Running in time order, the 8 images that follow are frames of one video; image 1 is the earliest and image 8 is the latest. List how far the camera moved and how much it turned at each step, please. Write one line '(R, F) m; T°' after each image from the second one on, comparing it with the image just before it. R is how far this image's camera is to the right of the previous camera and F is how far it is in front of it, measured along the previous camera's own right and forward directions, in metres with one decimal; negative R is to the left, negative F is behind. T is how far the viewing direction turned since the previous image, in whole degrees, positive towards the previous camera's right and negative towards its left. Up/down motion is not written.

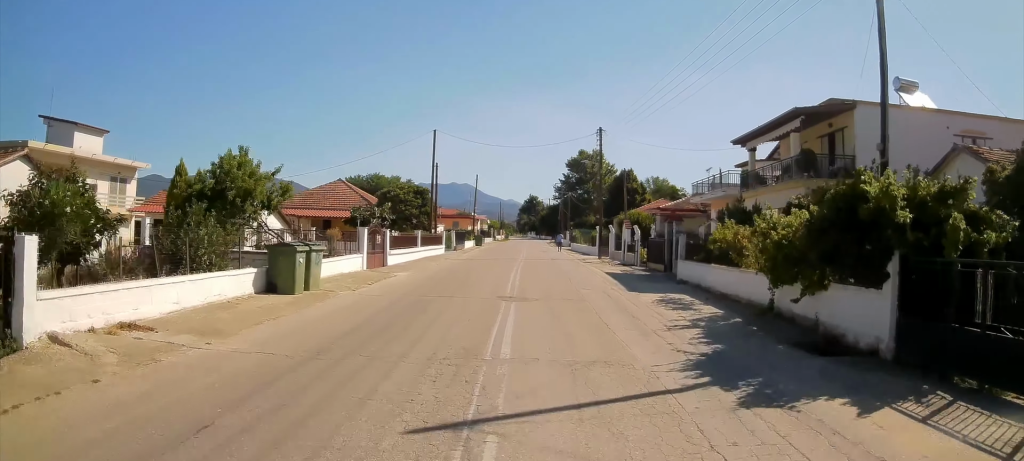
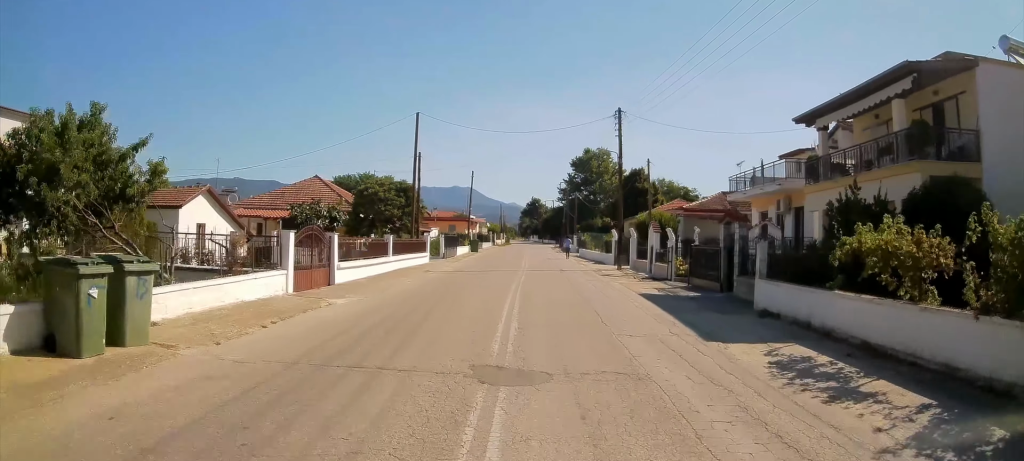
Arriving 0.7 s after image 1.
(-0.2, +6.9) m; -1°
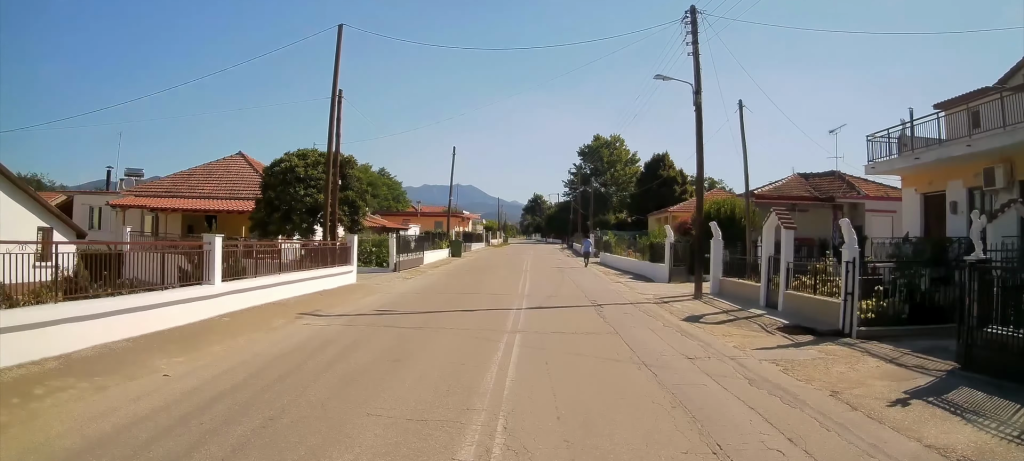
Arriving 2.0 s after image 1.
(-0.1, +14.1) m; -2°
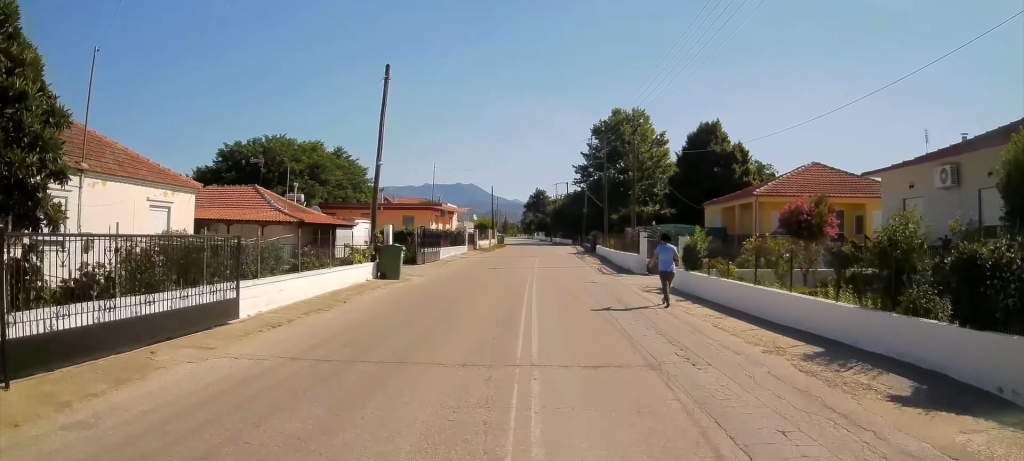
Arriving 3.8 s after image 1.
(-0.3, +19.1) m; -2°
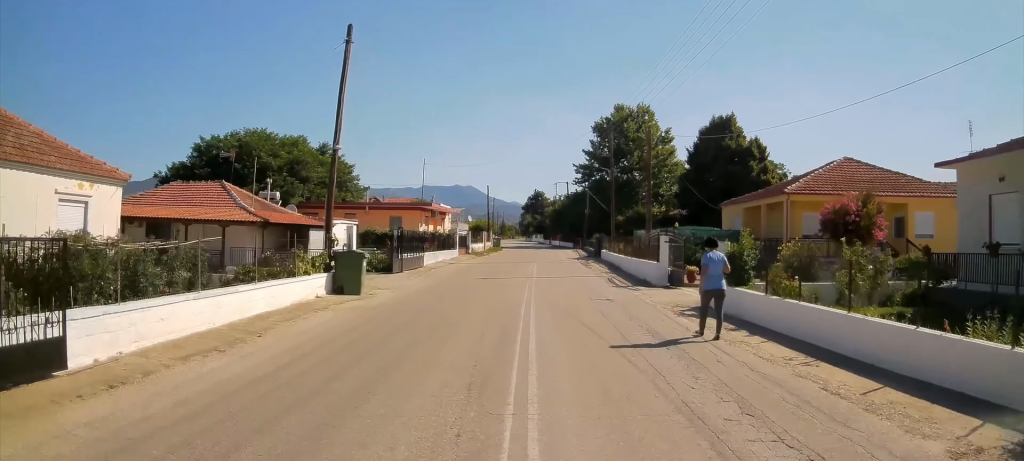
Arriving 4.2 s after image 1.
(-0.1, +4.3) m; 0°
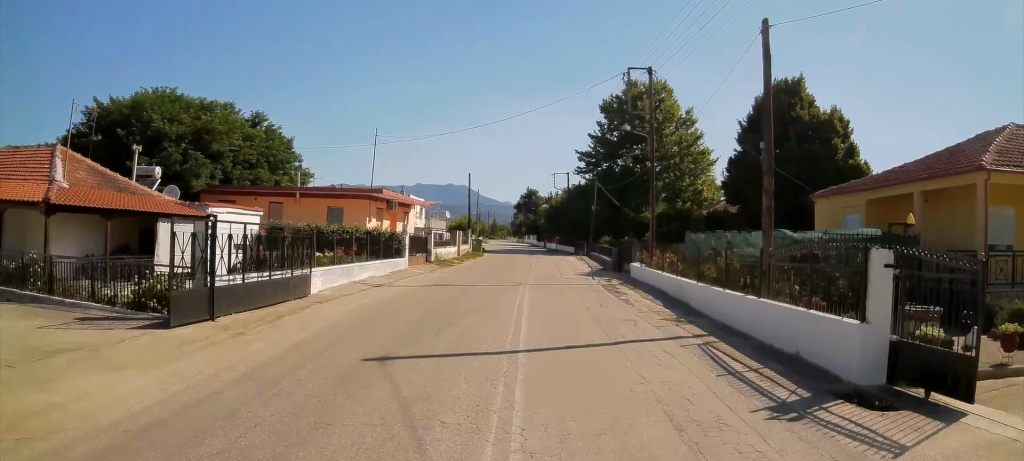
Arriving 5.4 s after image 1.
(+0.1, +13.4) m; +2°
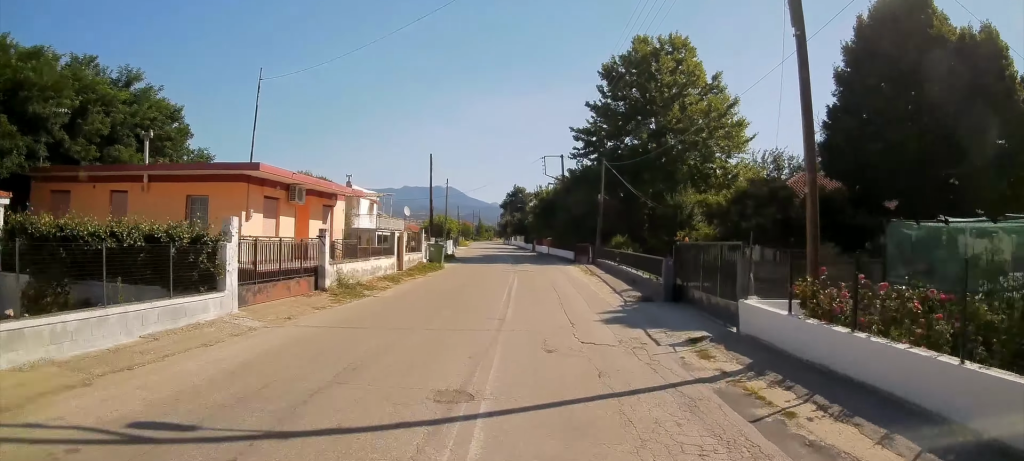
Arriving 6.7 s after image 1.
(+0.2, +13.7) m; +1°
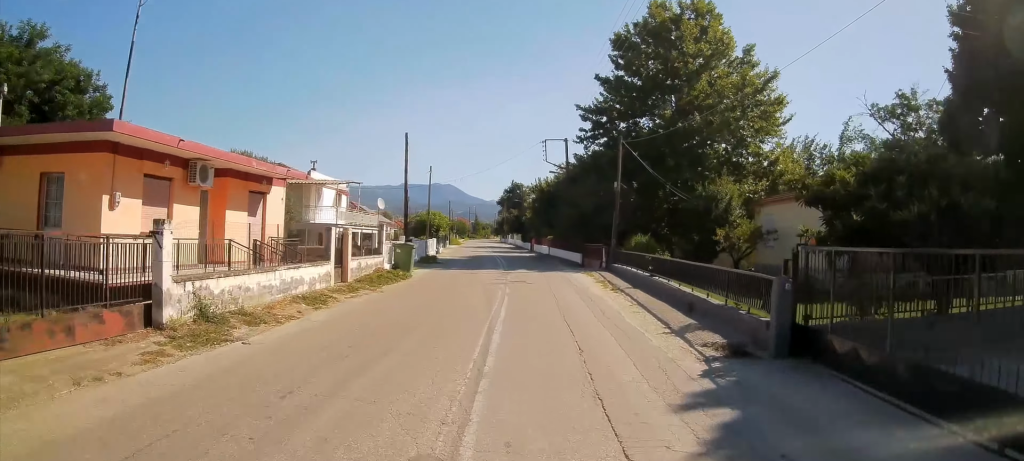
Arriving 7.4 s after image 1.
(0.0, +7.4) m; 0°
